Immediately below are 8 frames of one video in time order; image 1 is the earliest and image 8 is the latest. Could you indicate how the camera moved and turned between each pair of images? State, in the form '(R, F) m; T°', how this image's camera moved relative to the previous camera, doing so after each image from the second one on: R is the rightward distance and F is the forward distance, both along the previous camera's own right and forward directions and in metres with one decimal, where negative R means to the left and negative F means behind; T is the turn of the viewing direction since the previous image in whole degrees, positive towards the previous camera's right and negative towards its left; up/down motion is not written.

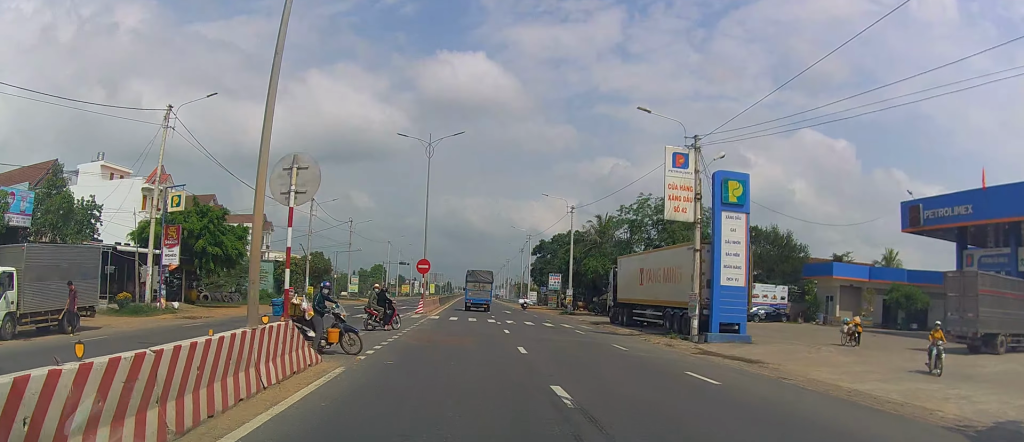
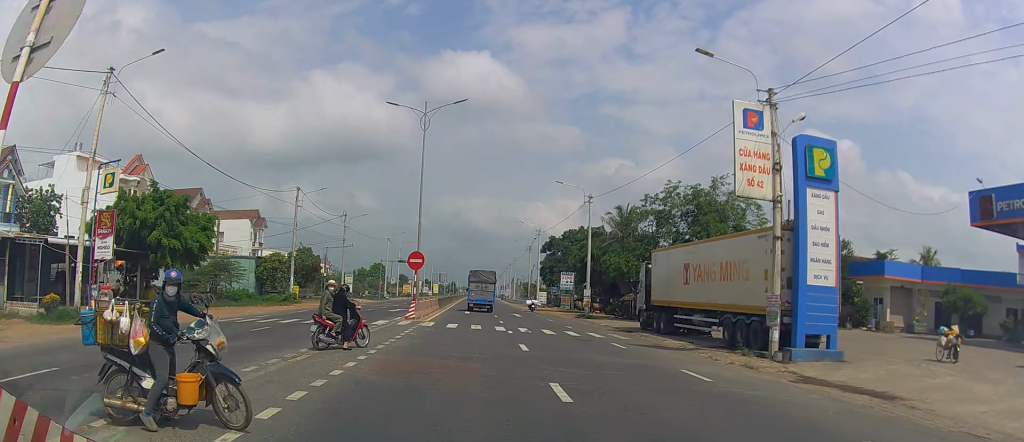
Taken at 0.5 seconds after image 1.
(+0.1, +7.8) m; 0°
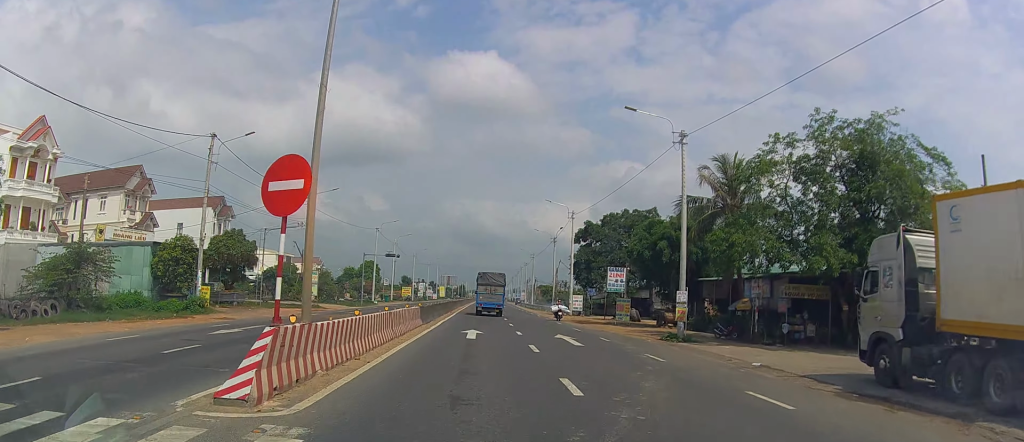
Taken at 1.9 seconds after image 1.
(+0.3, +24.0) m; +2°
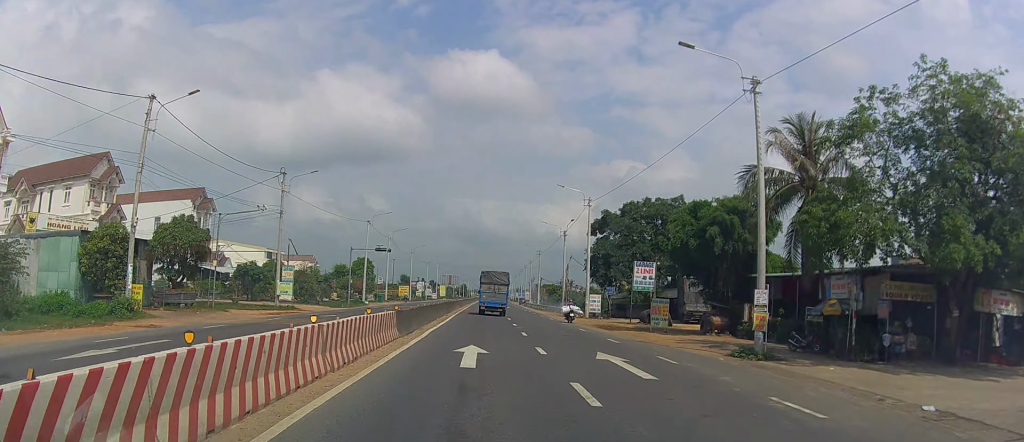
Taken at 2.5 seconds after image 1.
(+0.4, +9.1) m; 0°
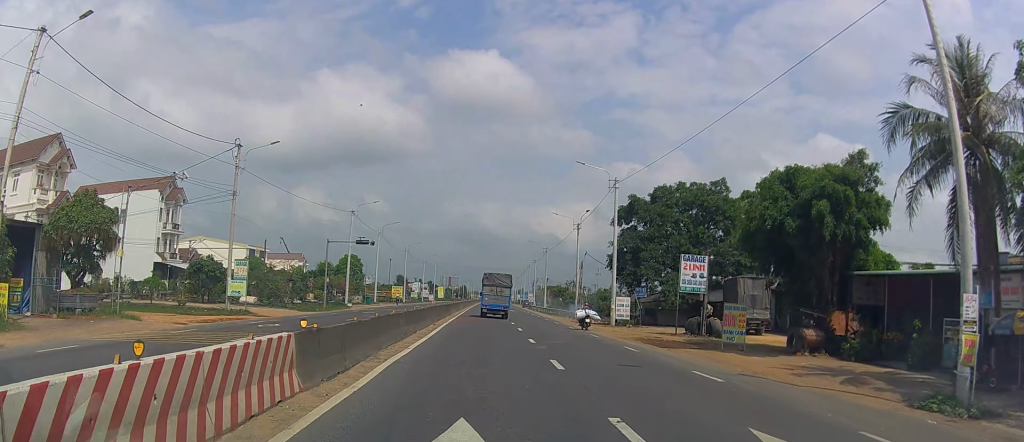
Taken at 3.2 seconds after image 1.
(-0.6, +11.2) m; -2°
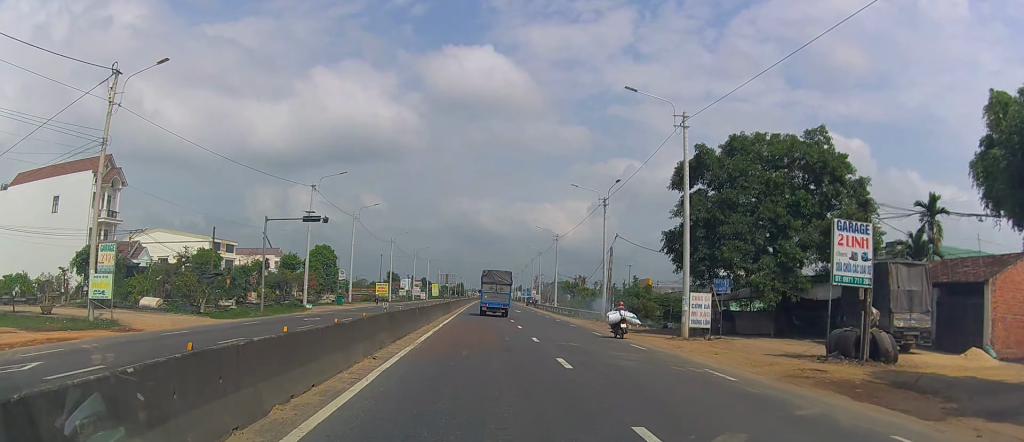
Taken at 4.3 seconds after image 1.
(-0.2, +17.1) m; -1°
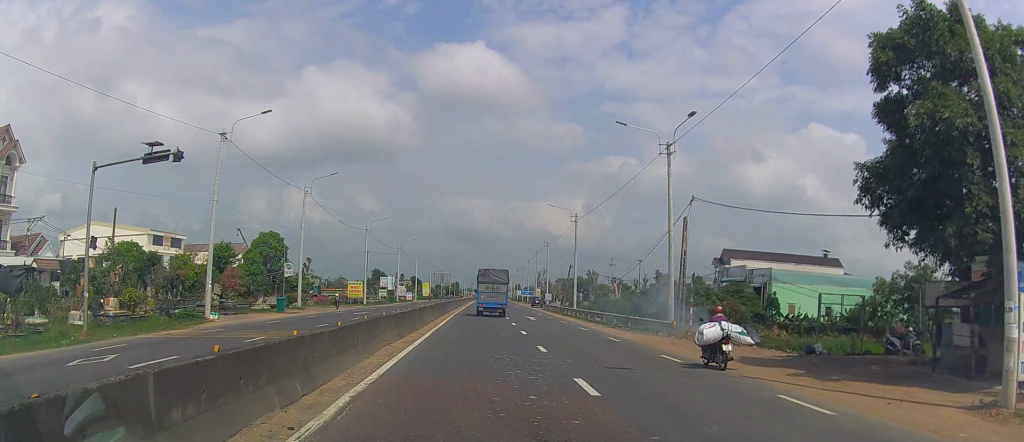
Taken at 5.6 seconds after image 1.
(-0.1, +20.9) m; -2°
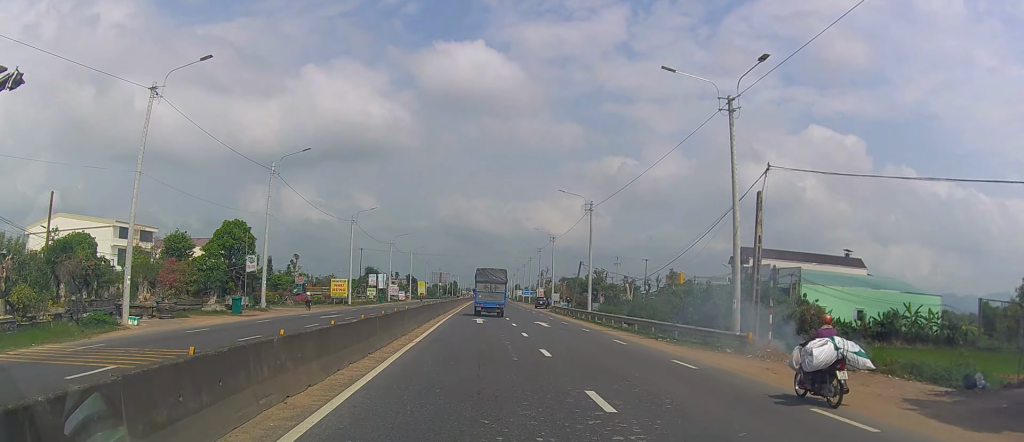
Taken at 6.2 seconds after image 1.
(-0.3, +9.7) m; 0°
